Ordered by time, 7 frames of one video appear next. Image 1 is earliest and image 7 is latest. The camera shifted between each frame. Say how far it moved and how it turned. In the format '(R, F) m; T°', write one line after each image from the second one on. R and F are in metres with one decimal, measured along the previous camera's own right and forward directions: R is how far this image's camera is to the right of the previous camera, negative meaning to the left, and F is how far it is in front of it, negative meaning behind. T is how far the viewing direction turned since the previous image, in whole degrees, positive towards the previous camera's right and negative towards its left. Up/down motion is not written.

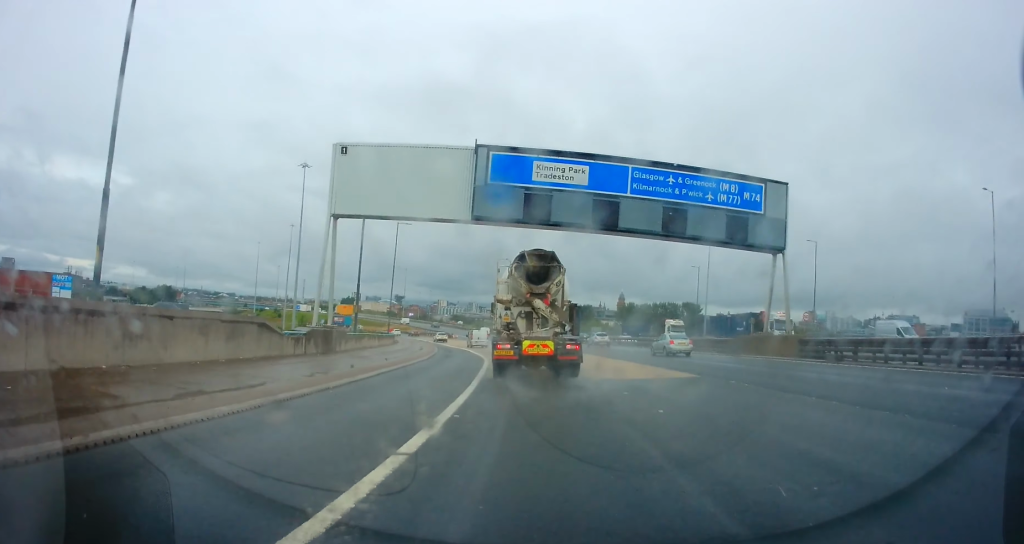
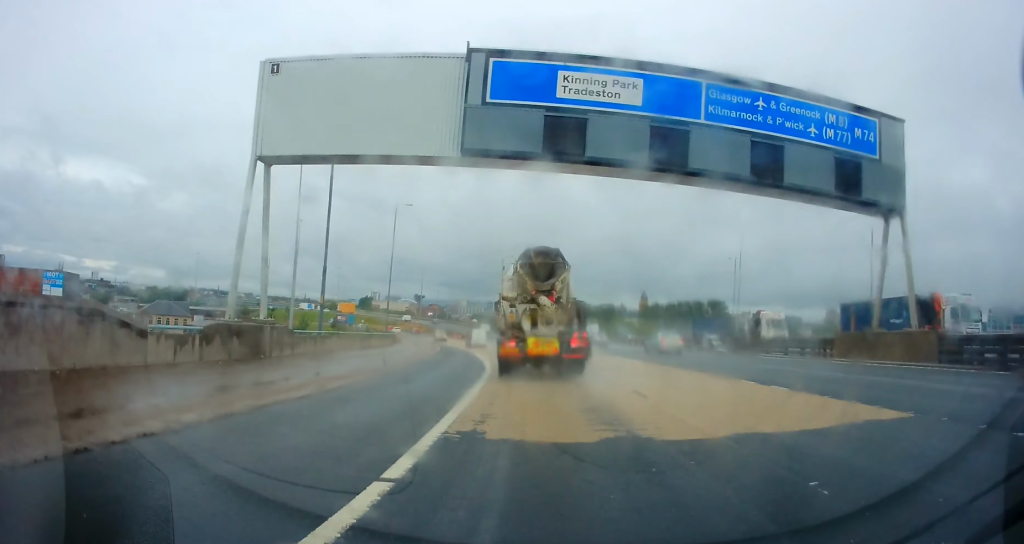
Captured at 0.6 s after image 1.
(-0.2, +11.0) m; -2°
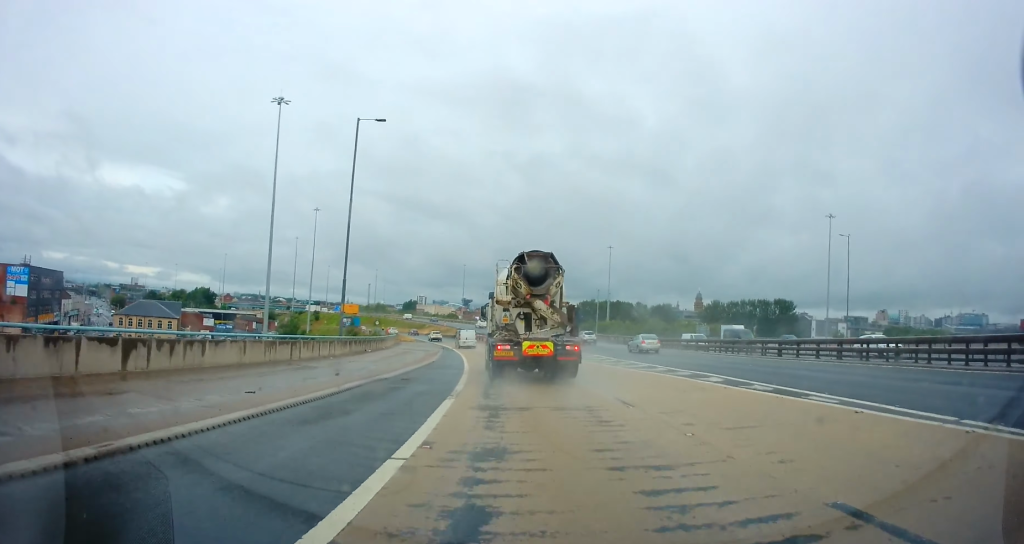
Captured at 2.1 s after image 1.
(-1.2, +27.6) m; -6°
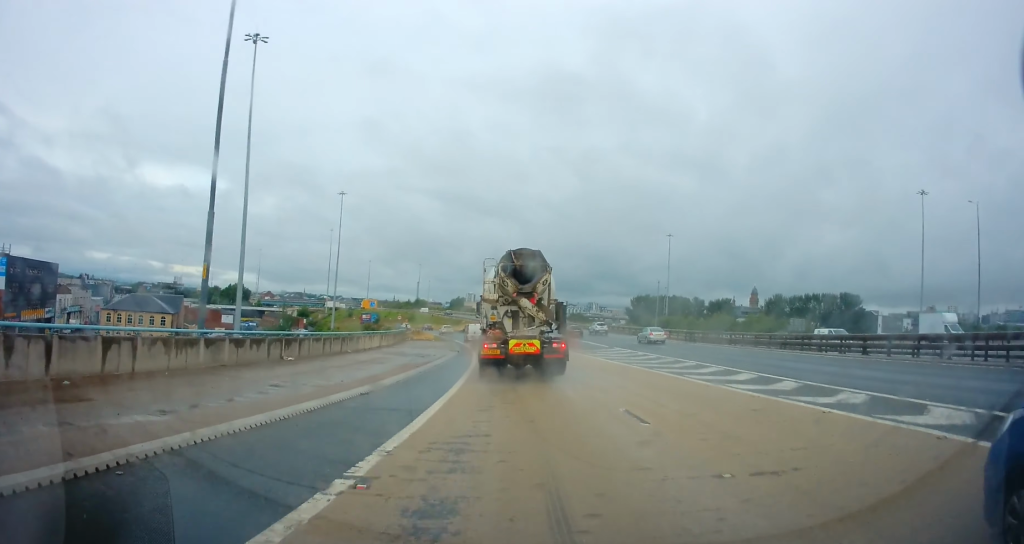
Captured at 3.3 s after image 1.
(-0.7, +20.1) m; -3°
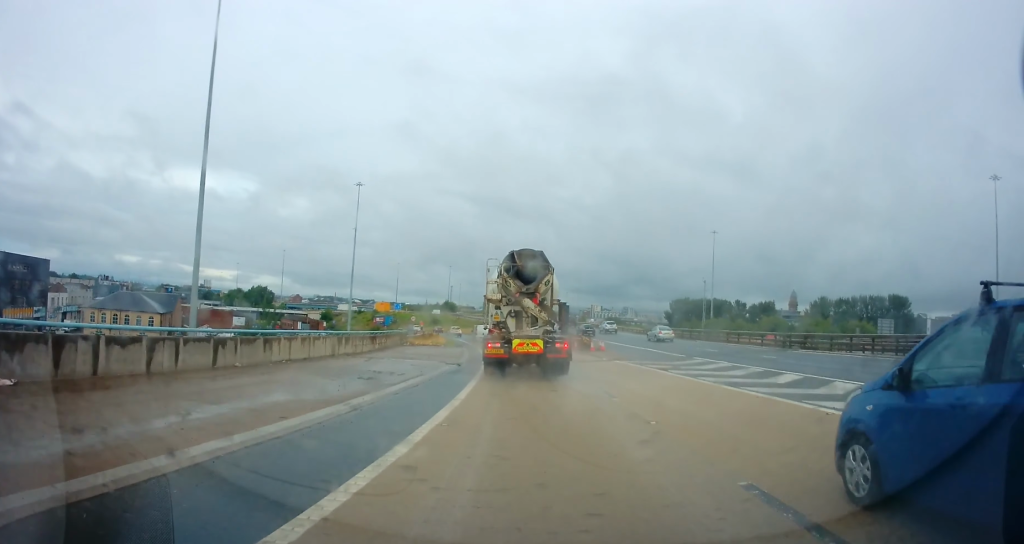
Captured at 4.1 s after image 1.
(-0.3, +14.7) m; -3°
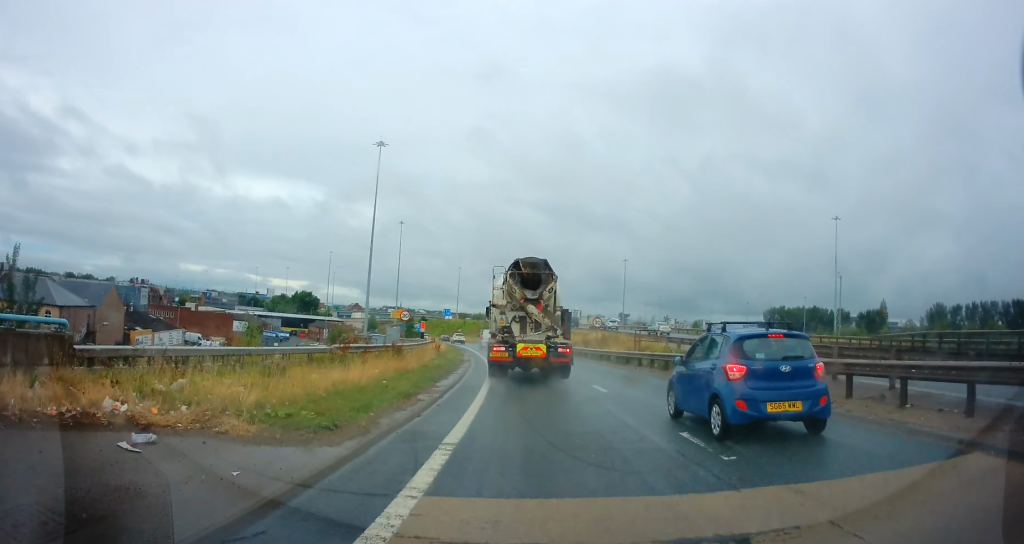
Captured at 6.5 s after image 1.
(-3.1, +41.5) m; -9°
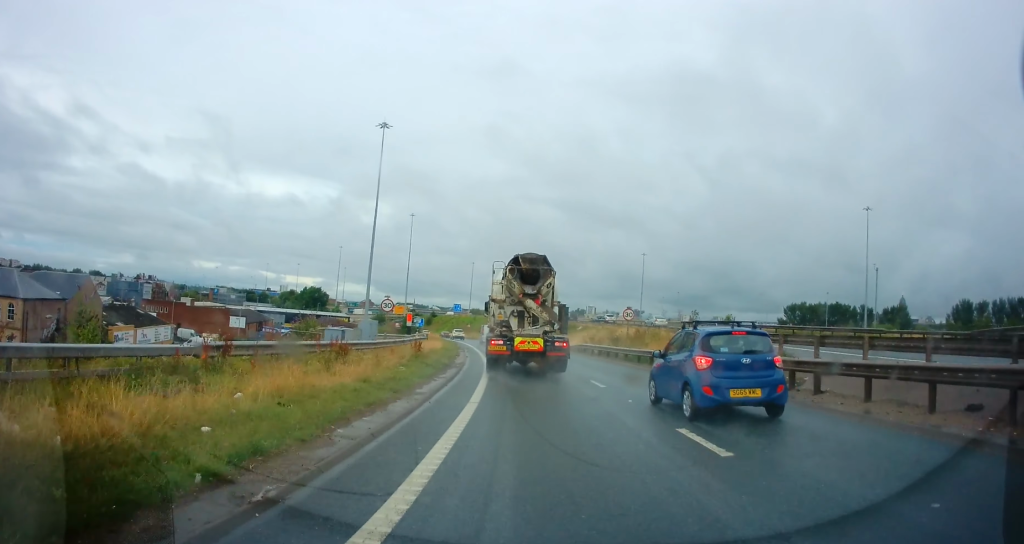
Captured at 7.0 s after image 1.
(-0.3, +9.1) m; -1°
